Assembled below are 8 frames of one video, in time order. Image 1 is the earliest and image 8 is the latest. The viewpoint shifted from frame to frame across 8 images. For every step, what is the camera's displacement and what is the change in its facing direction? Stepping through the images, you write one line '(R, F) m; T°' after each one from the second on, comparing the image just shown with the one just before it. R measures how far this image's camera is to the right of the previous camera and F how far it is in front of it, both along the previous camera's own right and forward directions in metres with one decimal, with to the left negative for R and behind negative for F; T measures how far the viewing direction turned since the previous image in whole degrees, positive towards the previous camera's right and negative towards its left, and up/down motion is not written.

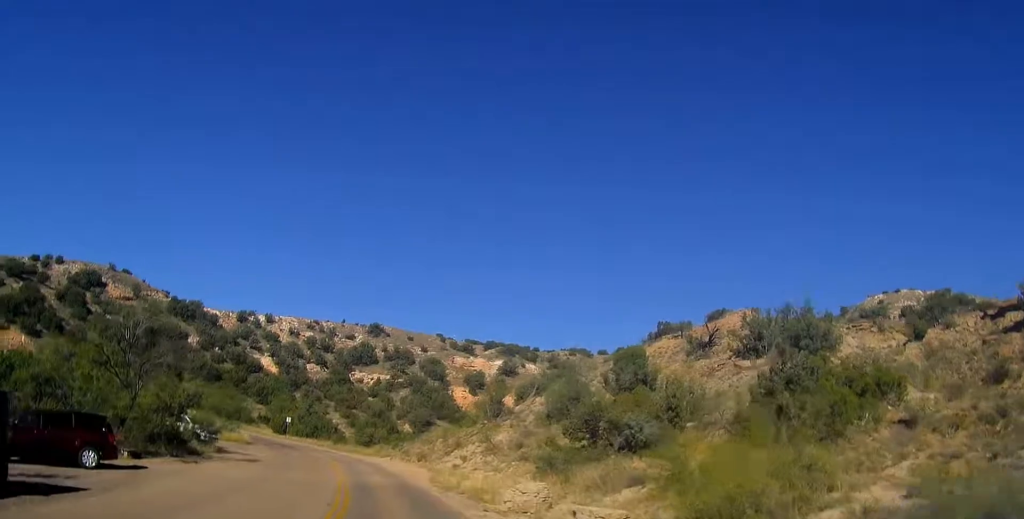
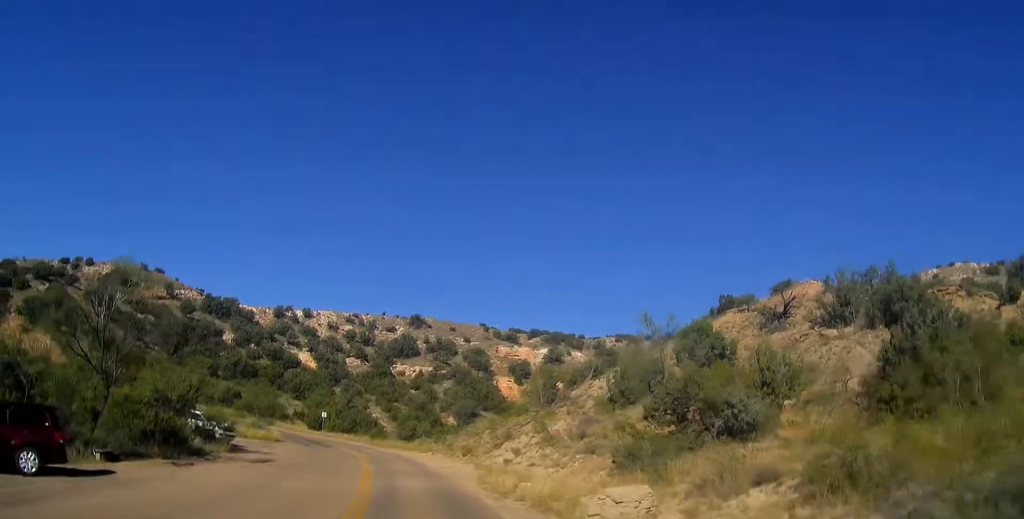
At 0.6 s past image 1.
(-0.4, +5.4) m; -3°
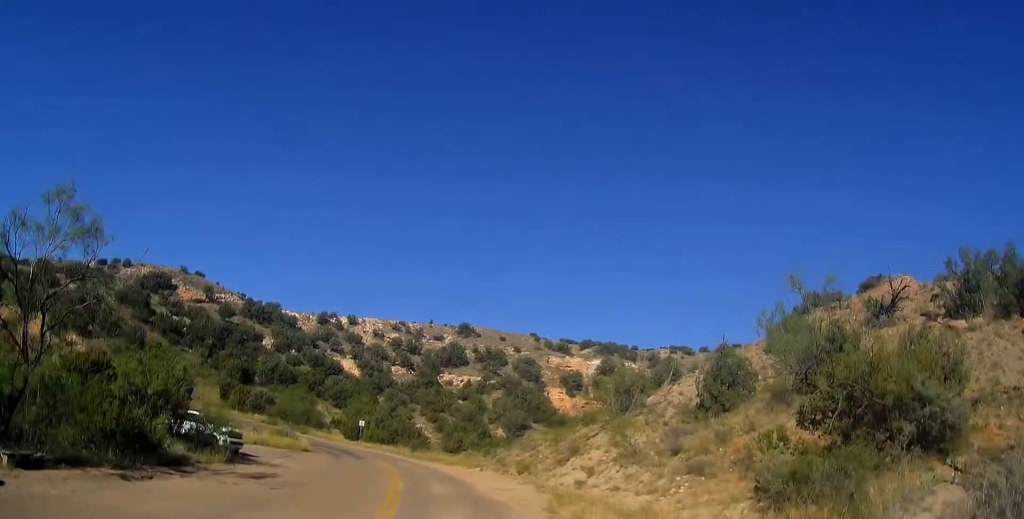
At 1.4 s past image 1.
(-0.2, +6.8) m; -3°
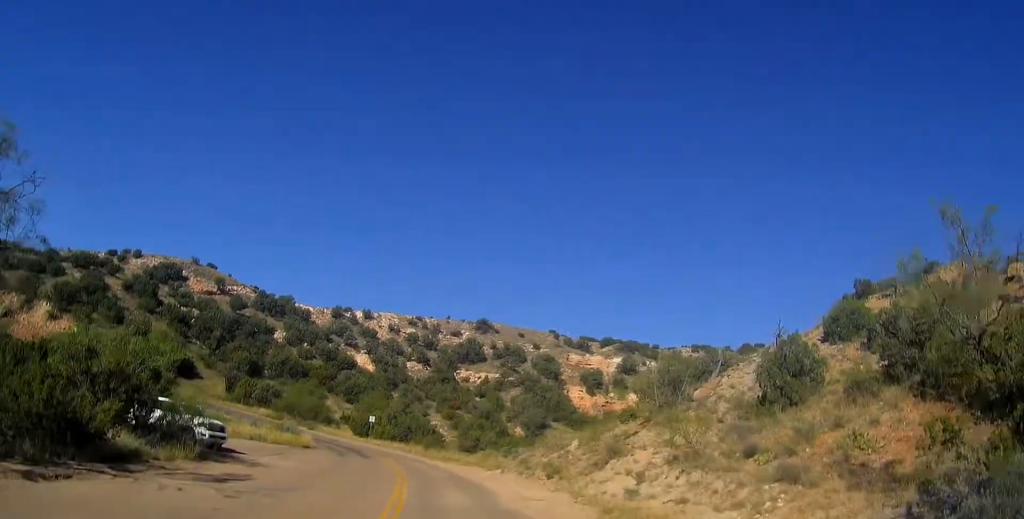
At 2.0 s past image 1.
(+0.1, +4.9) m; -2°
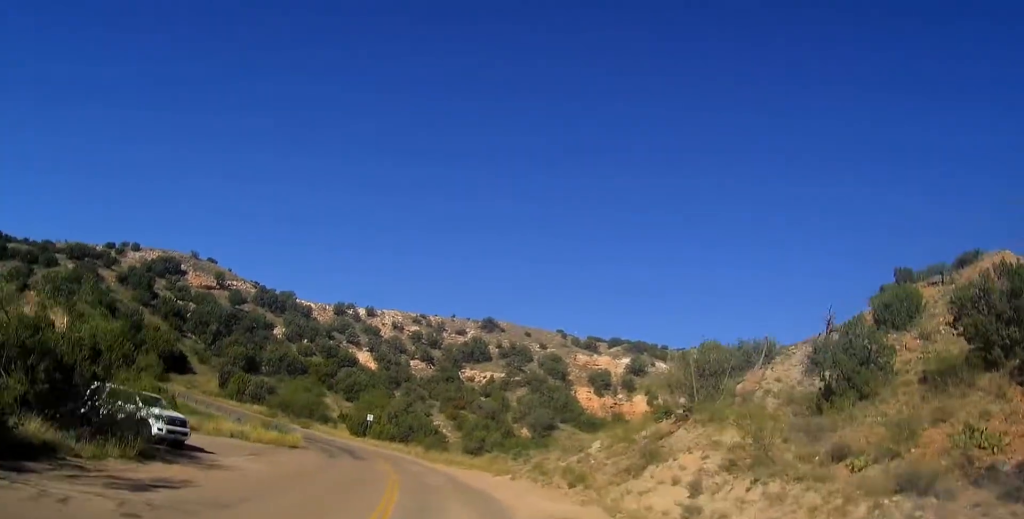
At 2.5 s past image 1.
(-0.2, +4.2) m; -1°
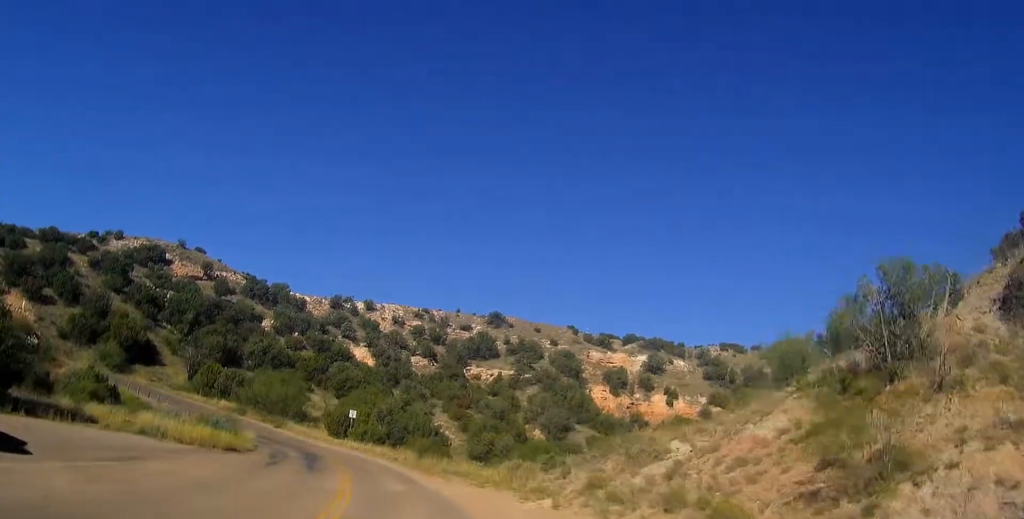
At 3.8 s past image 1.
(-0.2, +12.2) m; -3°
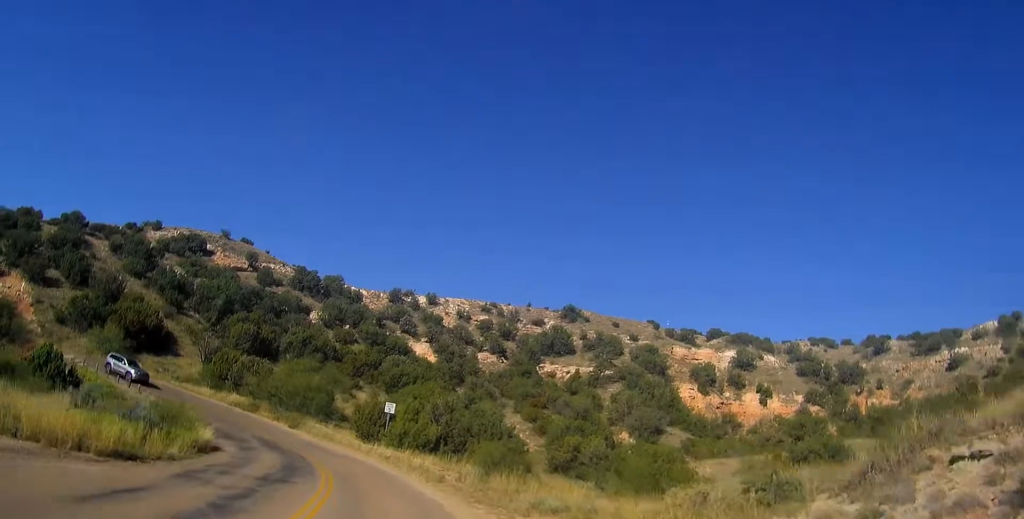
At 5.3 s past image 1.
(-0.8, +15.1) m; -5°
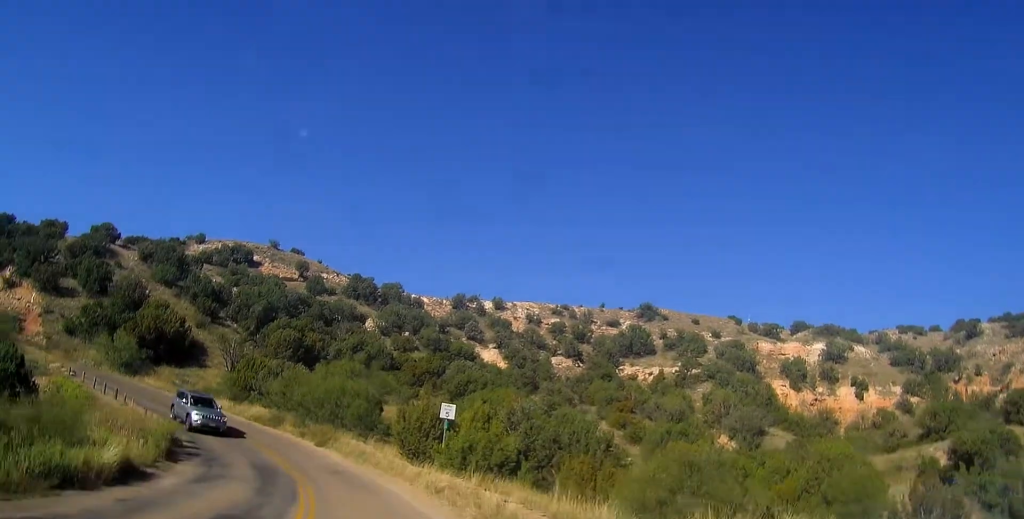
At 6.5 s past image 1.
(-0.4, +11.2) m; -6°
